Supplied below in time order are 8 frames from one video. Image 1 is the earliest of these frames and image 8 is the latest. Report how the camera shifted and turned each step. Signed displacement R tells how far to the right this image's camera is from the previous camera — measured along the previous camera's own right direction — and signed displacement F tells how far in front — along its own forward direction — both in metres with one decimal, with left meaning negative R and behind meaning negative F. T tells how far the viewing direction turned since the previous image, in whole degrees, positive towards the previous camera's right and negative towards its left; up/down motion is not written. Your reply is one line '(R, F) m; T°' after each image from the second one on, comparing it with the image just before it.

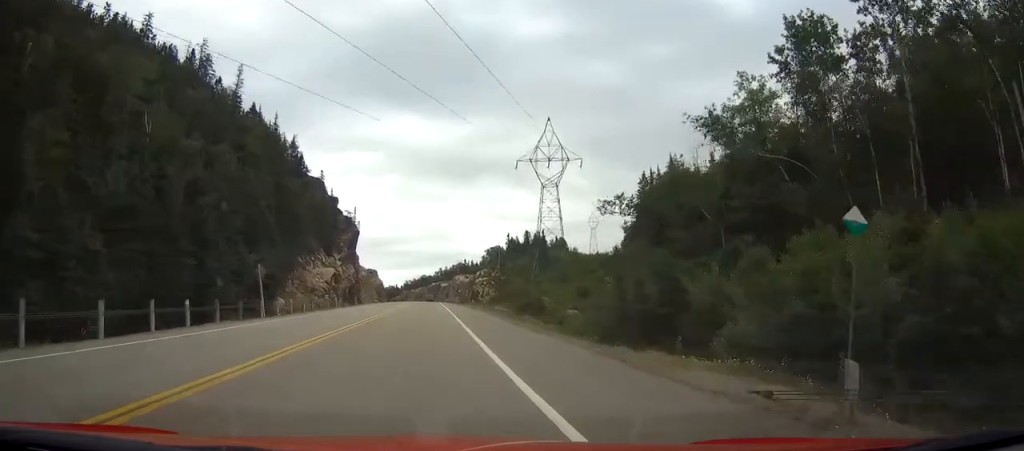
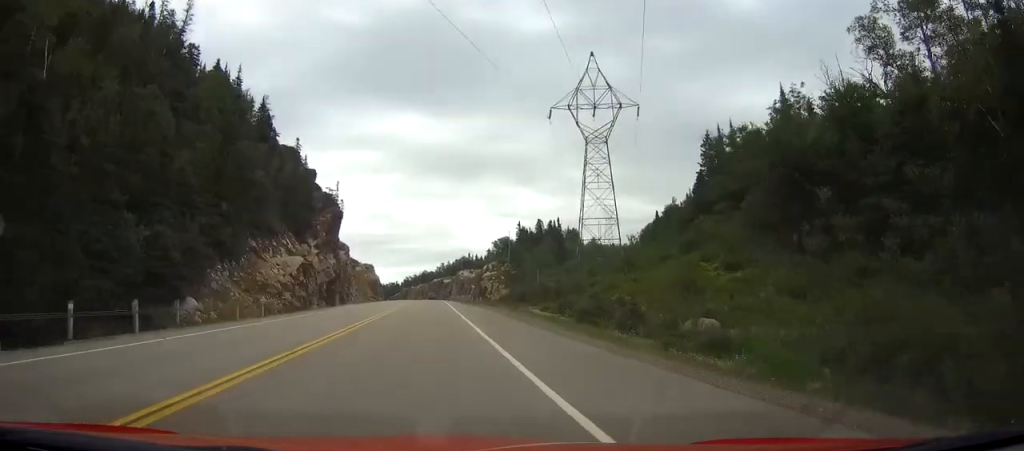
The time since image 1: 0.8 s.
(0.0, +26.9) m; 0°
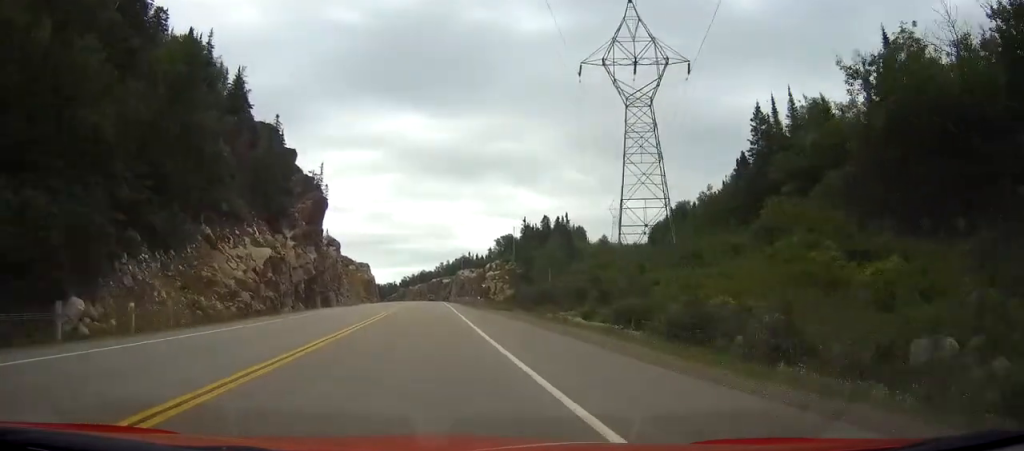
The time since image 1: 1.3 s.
(-0.1, +15.0) m; 0°
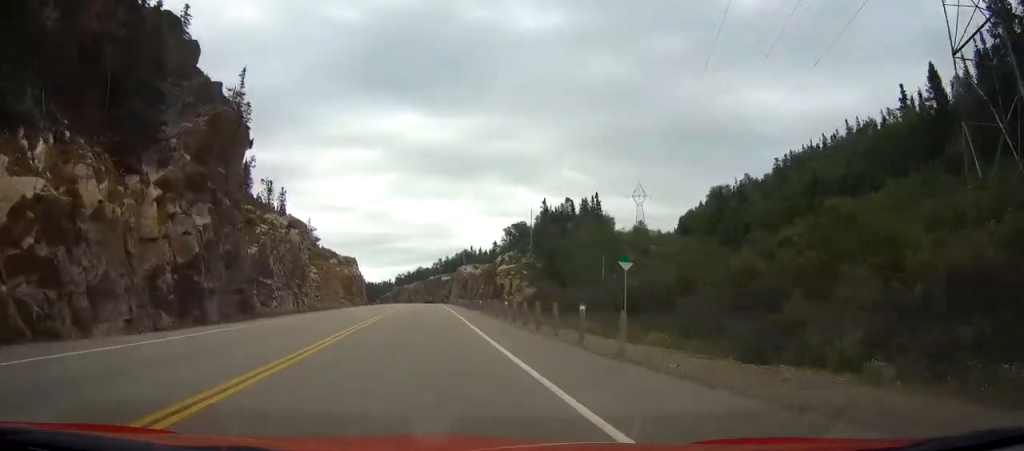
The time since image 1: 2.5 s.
(+0.2, +39.7) m; 0°
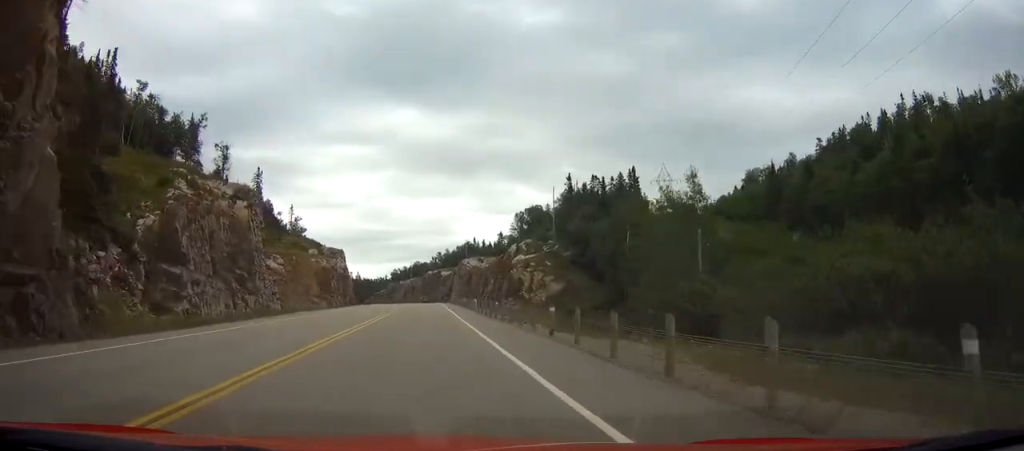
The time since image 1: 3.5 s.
(0.0, +31.1) m; 0°
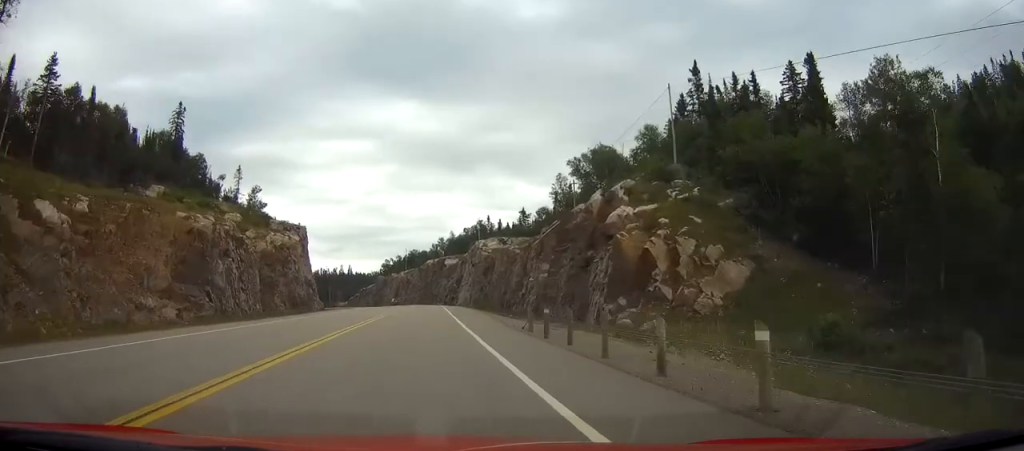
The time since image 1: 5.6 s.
(0.0, +66.8) m; 0°
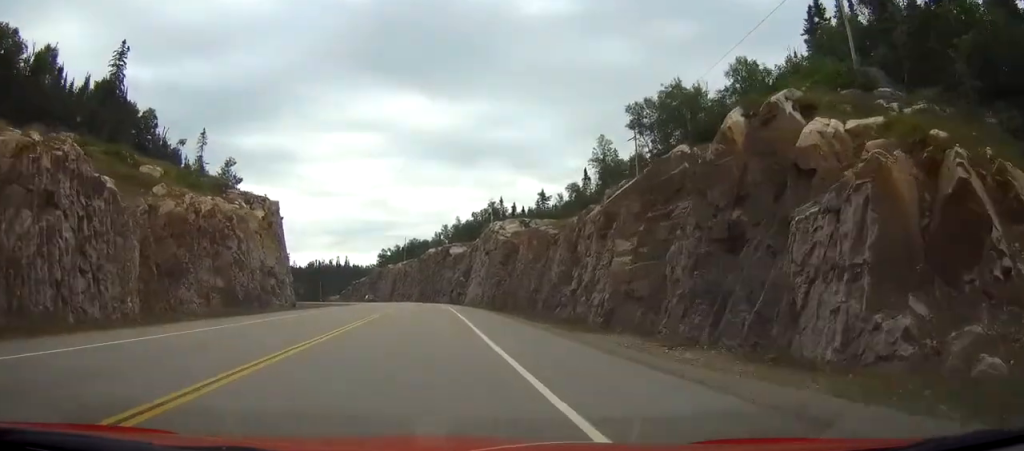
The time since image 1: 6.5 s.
(0.0, +31.3) m; 0°
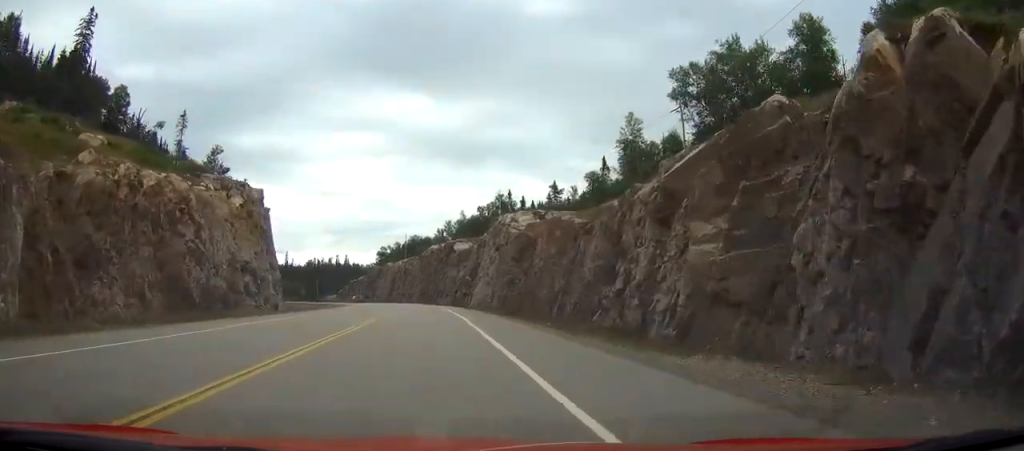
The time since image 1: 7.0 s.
(-0.1, +14.0) m; 0°
